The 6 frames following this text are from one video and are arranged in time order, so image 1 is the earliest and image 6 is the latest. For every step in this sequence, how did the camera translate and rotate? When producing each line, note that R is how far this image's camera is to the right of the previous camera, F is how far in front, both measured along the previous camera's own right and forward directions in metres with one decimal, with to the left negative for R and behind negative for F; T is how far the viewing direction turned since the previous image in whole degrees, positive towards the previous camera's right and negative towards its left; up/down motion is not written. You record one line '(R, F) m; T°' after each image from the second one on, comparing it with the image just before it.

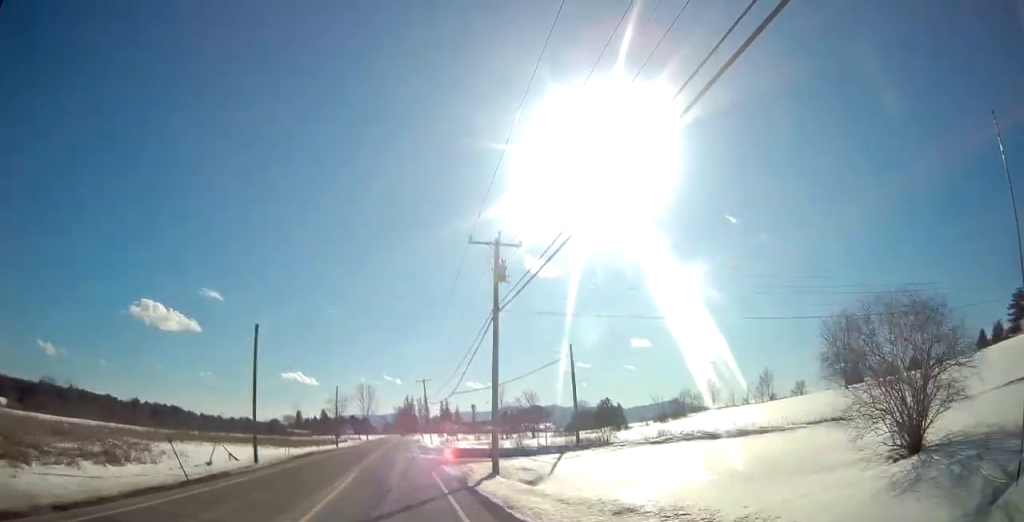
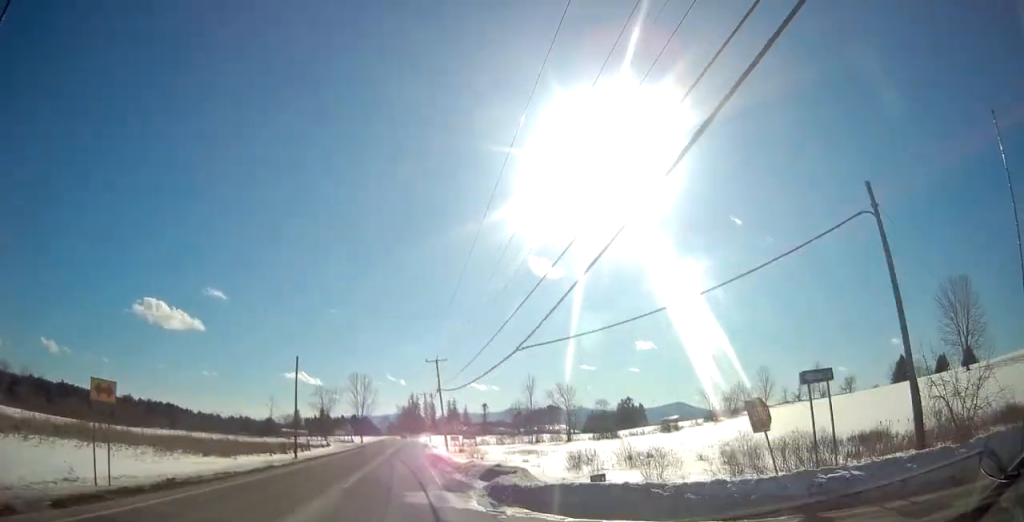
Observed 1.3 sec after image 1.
(+0.1, +27.7) m; 0°
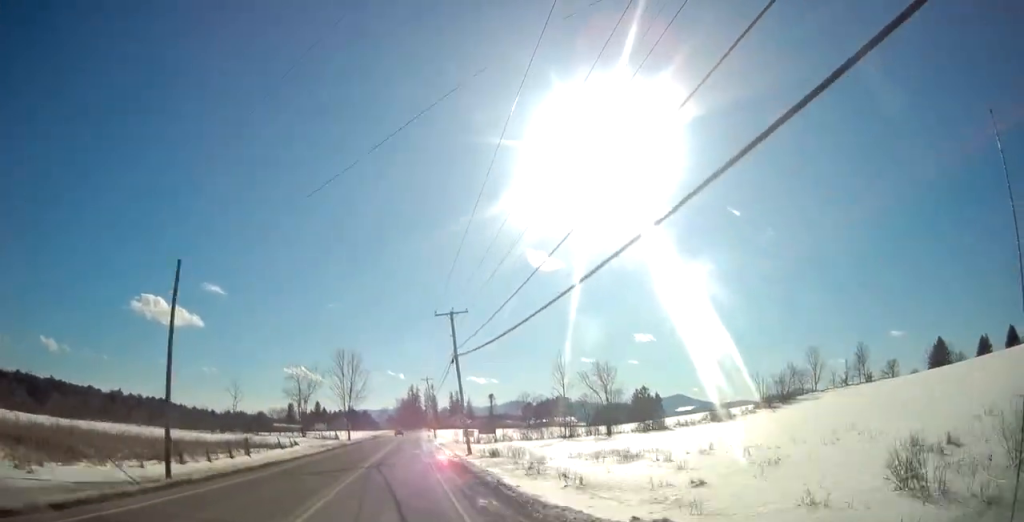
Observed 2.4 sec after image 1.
(-0.1, +22.0) m; 0°
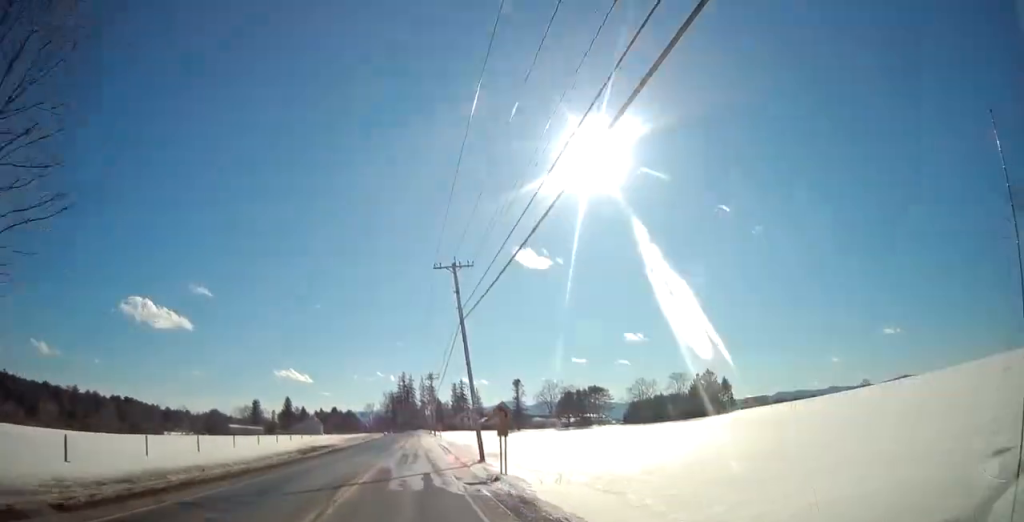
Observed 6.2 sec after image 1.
(+0.4, +76.8) m; +1°
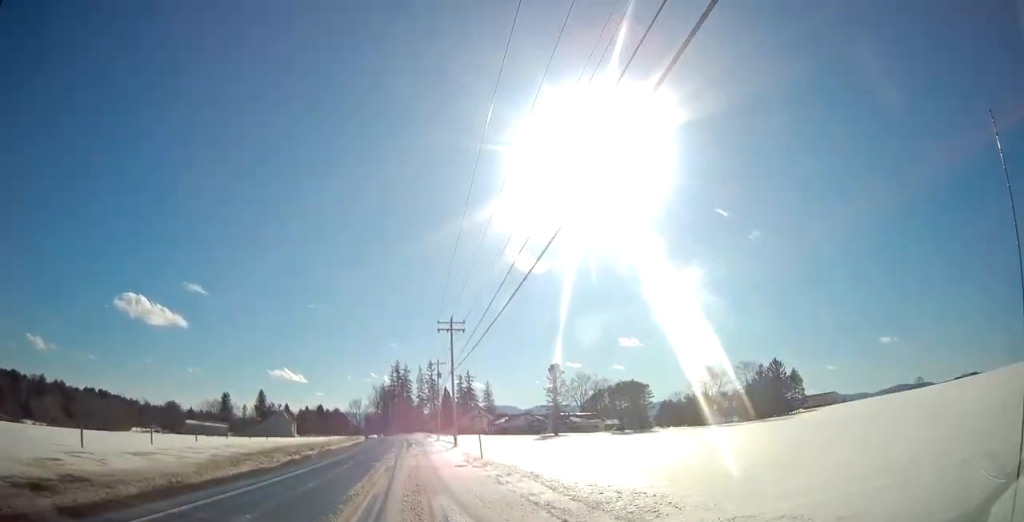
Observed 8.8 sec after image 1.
(+0.1, +50.5) m; 0°
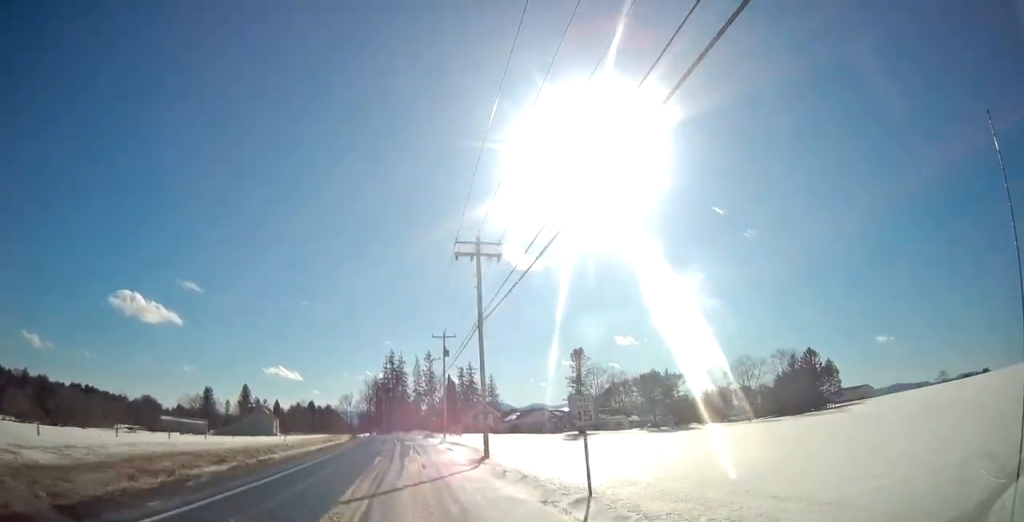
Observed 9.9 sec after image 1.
(0.0, +21.3) m; 0°
